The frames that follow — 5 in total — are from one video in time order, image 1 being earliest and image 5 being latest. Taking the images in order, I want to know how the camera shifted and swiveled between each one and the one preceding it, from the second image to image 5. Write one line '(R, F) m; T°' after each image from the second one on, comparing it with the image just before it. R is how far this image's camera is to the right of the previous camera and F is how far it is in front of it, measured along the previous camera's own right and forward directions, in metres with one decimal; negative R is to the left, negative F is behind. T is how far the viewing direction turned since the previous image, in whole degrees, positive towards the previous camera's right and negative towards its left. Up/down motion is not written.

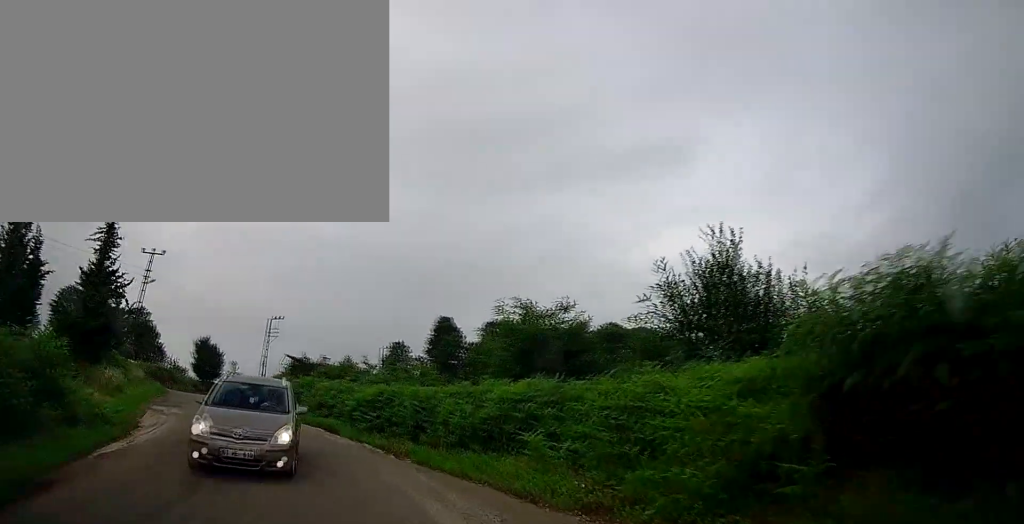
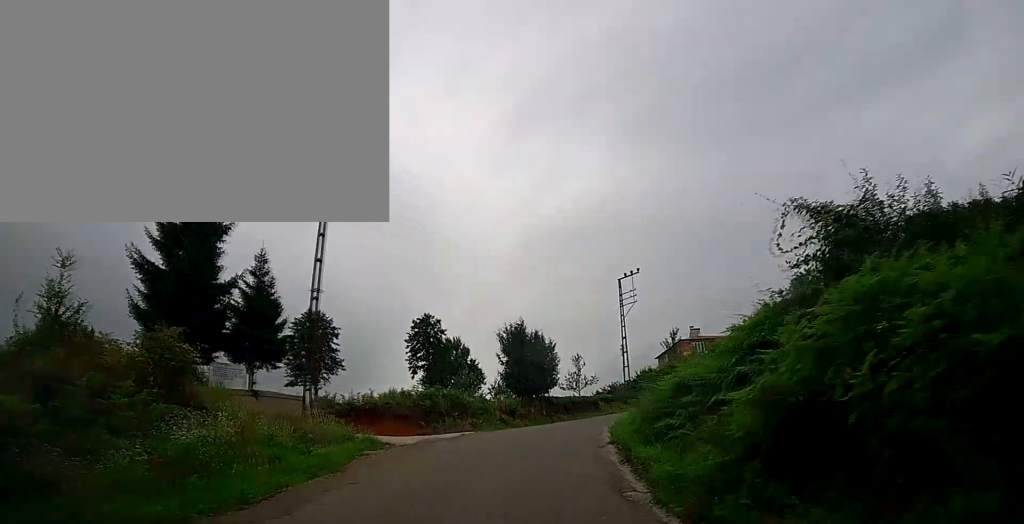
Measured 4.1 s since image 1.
(-11.7, +27.4) m; -31°
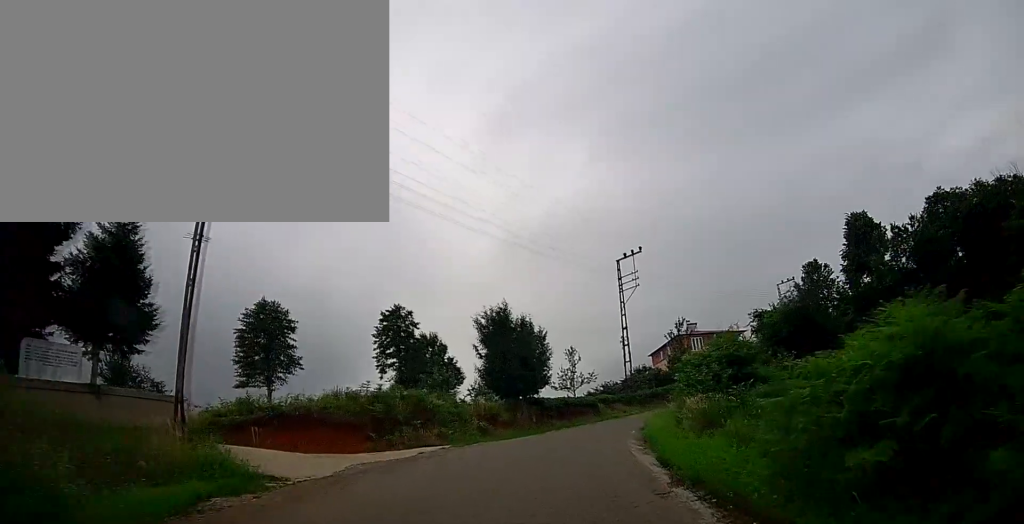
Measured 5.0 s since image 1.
(+0.1, +7.2) m; +3°
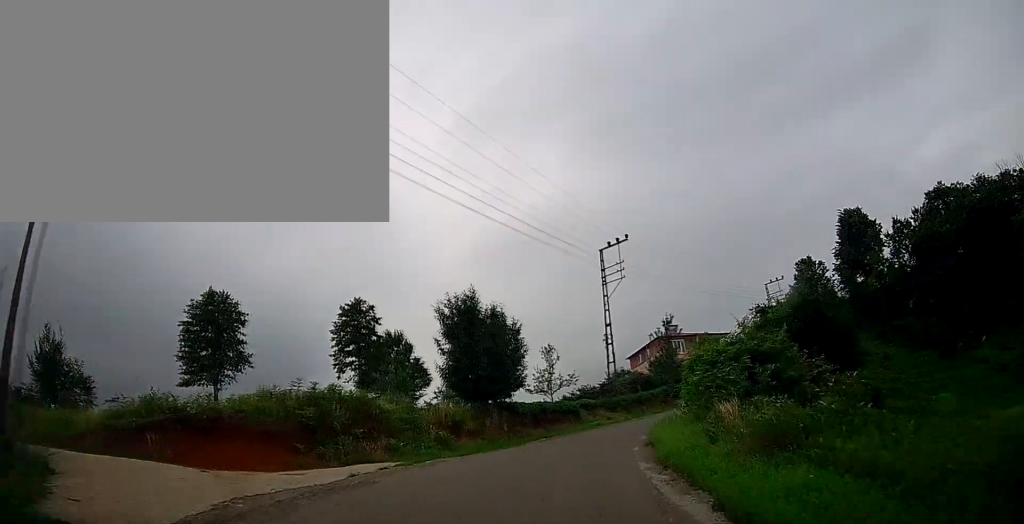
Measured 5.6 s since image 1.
(0.0, +4.5) m; +3°
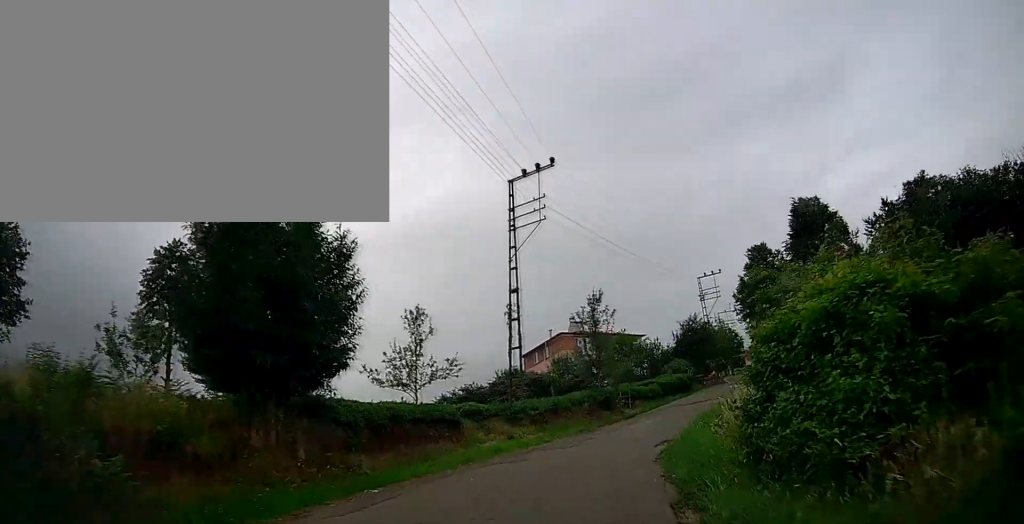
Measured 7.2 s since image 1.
(+1.4, +13.1) m; +13°
